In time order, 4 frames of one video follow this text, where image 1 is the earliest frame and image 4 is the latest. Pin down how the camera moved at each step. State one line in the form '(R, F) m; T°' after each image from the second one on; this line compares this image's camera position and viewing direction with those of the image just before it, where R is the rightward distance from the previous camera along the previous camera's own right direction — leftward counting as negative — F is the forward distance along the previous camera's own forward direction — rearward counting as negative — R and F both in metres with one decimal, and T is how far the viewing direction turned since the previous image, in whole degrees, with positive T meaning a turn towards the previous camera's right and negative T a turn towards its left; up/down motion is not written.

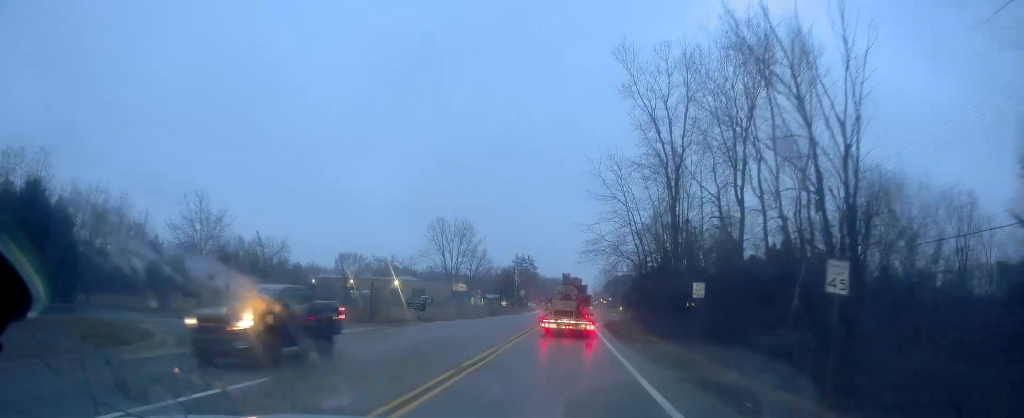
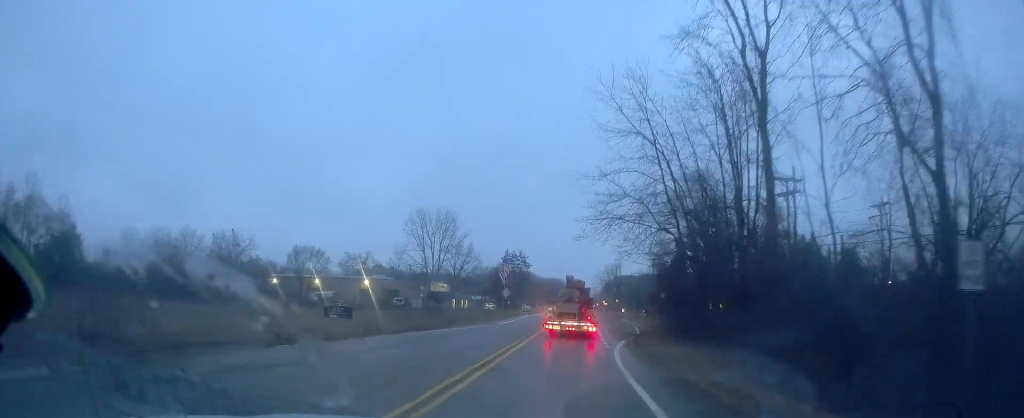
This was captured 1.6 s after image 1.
(0.0, +20.0) m; +1°
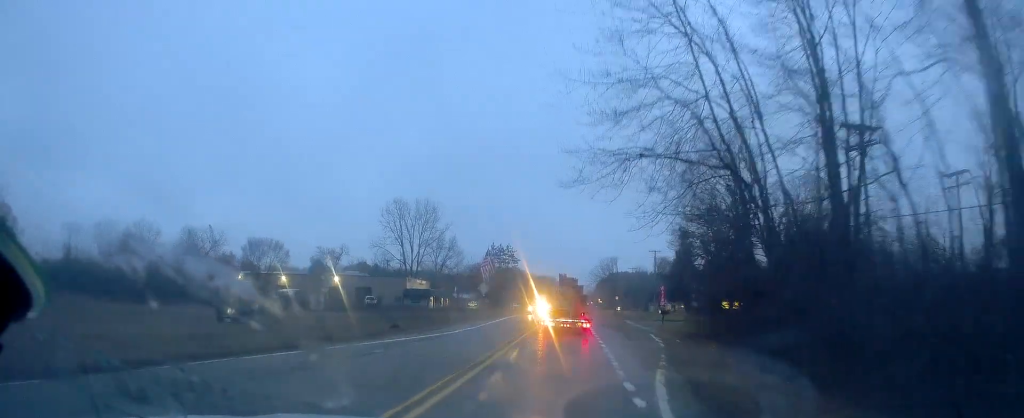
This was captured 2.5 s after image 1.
(+0.1, +13.1) m; -2°
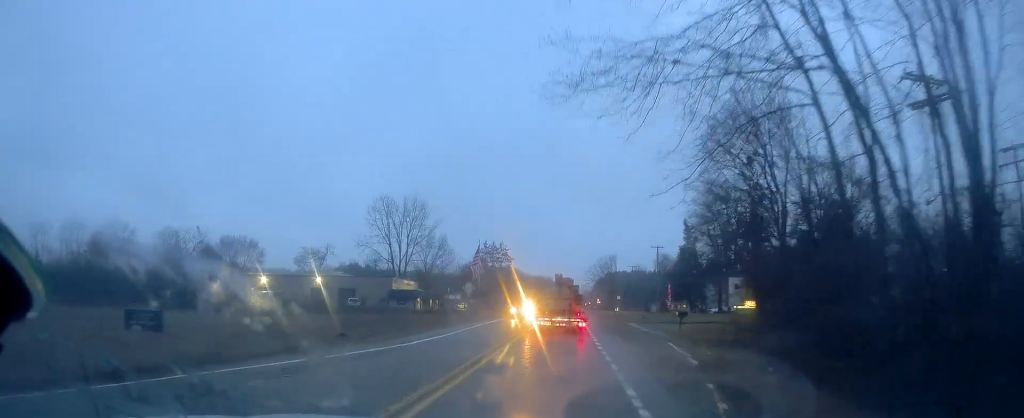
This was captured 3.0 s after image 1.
(0.0, +7.2) m; -1°
